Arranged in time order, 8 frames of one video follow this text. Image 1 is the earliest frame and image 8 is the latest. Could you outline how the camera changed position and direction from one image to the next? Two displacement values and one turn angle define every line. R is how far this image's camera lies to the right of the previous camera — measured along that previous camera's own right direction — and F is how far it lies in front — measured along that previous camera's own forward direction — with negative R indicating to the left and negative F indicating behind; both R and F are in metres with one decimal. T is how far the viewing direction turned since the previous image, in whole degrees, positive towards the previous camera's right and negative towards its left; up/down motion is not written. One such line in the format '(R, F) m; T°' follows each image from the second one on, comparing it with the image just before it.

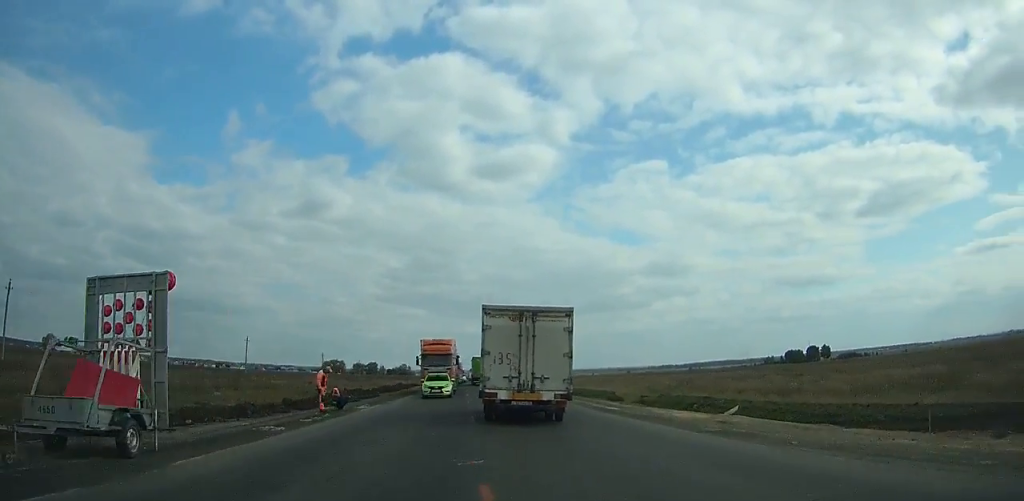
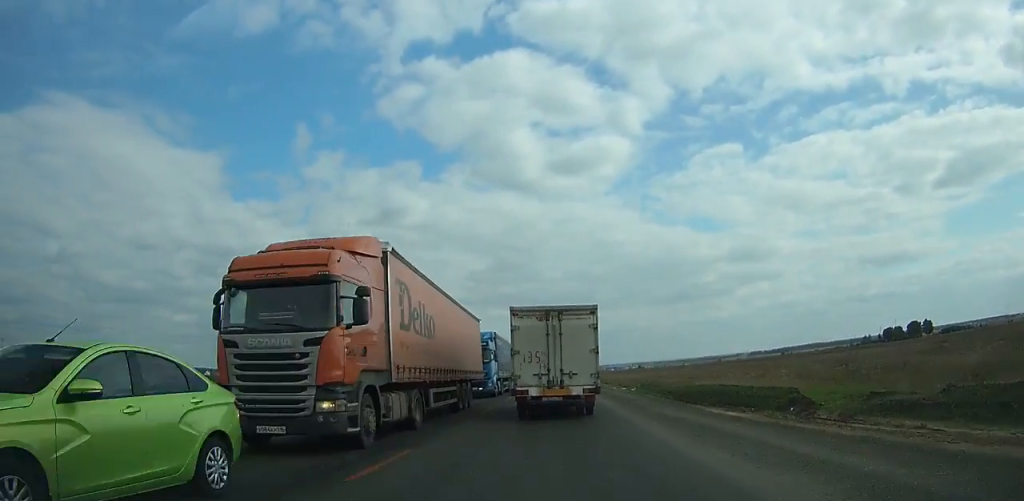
(+0.3, +31.9) m; -1°
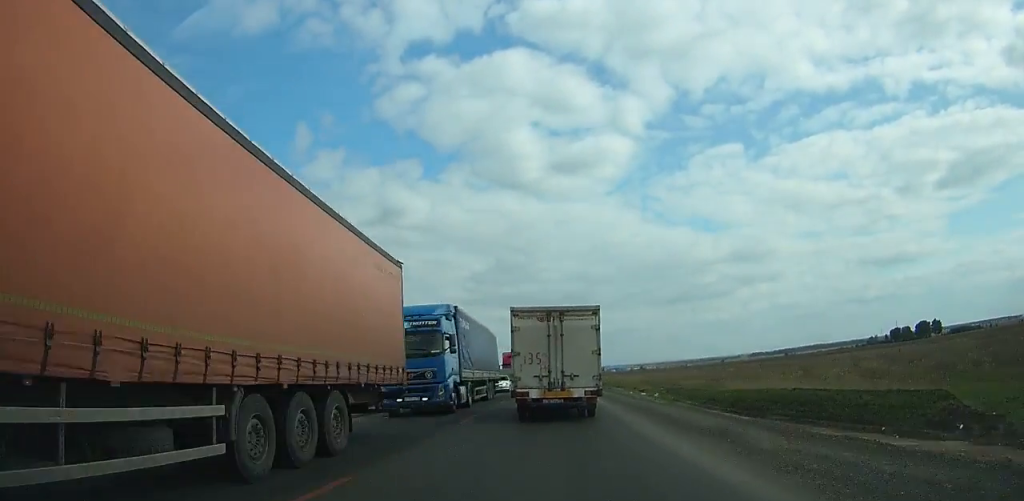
(0.0, +13.5) m; -1°
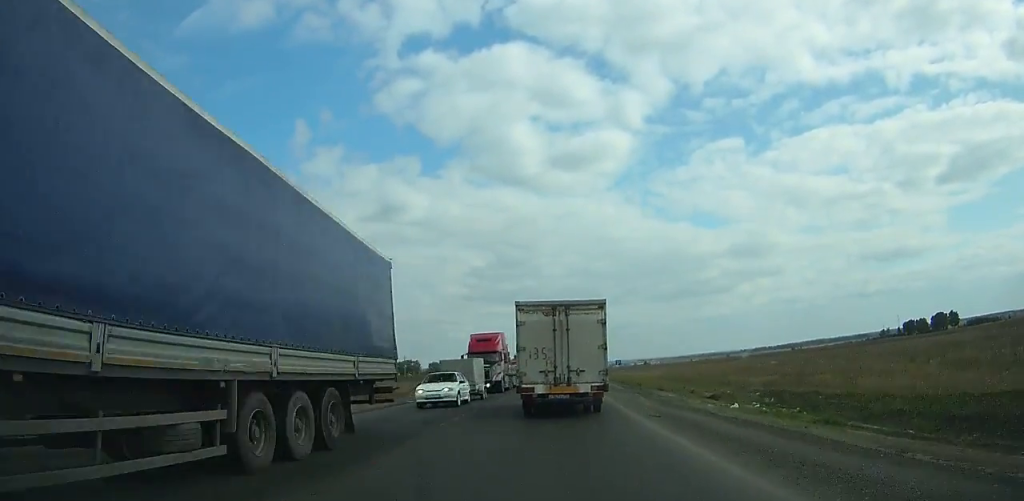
(-0.5, +24.2) m; -1°
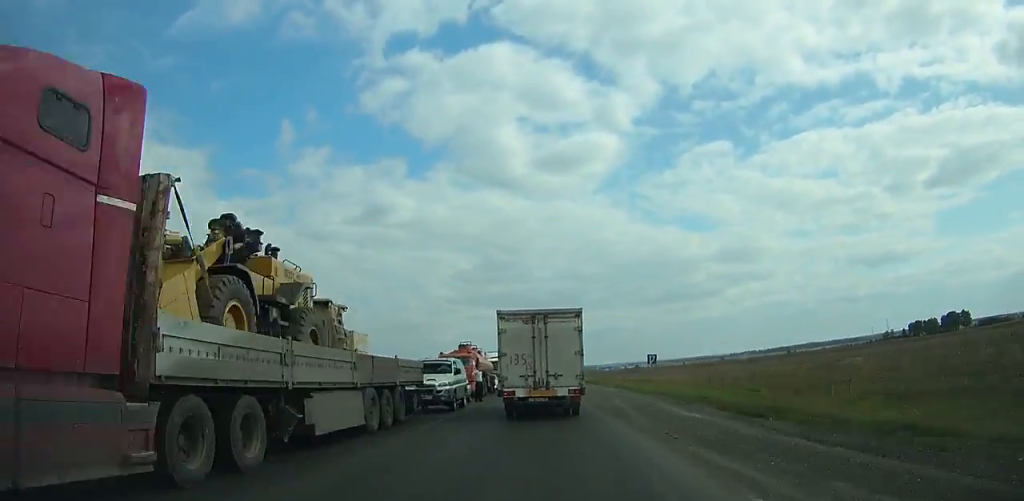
(-0.2, +34.8) m; -1°
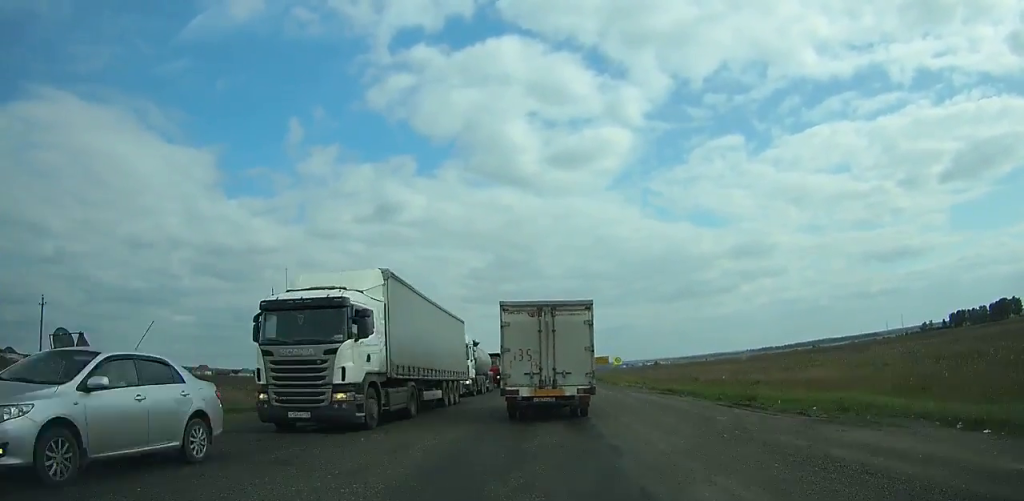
(-0.3, +50.3) m; -1°
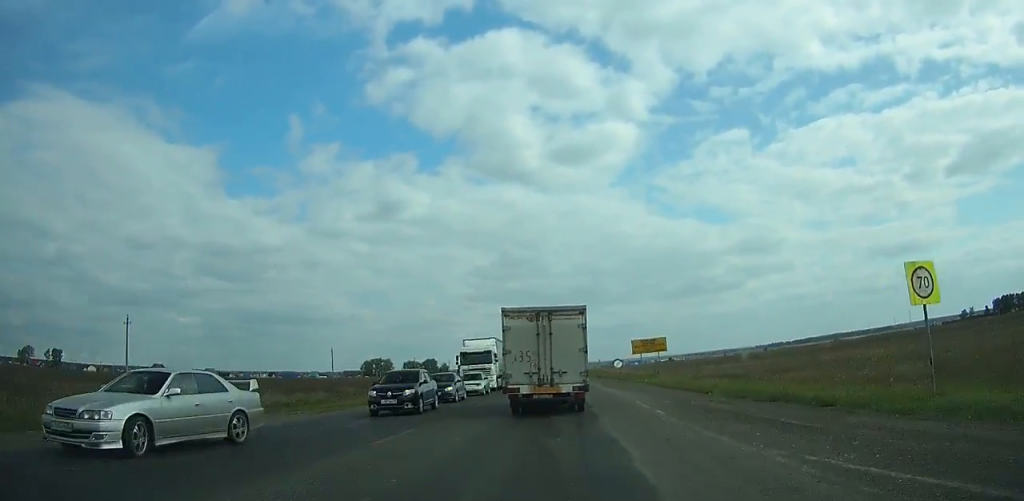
(-0.3, +59.5) m; 0°
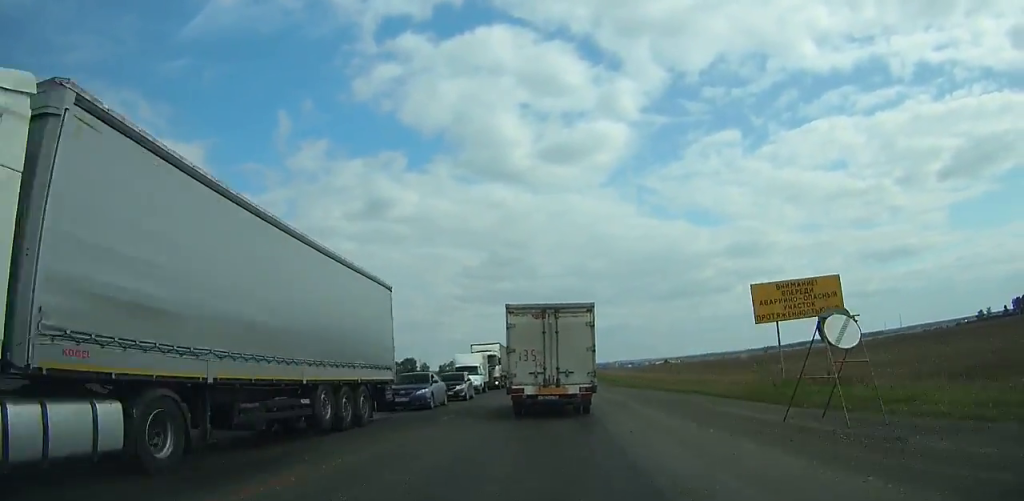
(+0.1, +39.8) m; +1°
